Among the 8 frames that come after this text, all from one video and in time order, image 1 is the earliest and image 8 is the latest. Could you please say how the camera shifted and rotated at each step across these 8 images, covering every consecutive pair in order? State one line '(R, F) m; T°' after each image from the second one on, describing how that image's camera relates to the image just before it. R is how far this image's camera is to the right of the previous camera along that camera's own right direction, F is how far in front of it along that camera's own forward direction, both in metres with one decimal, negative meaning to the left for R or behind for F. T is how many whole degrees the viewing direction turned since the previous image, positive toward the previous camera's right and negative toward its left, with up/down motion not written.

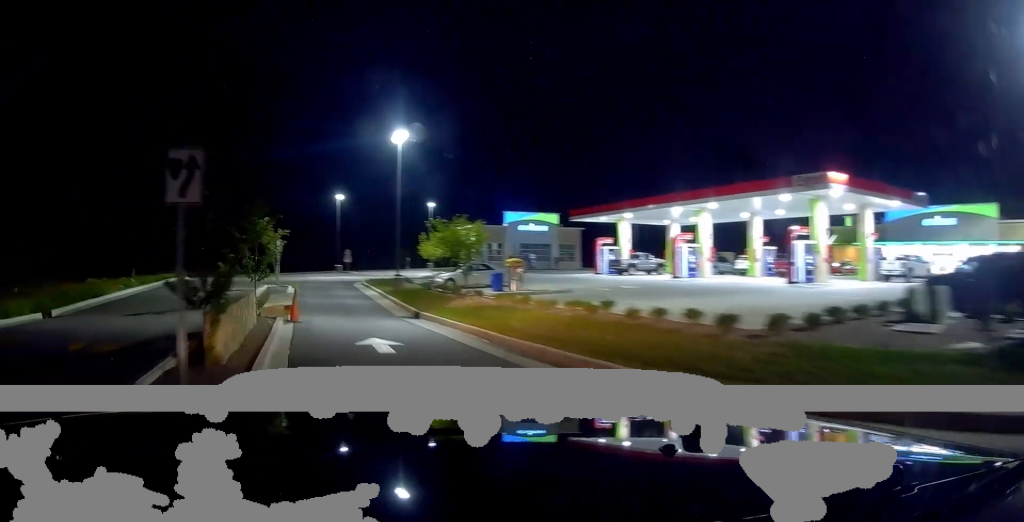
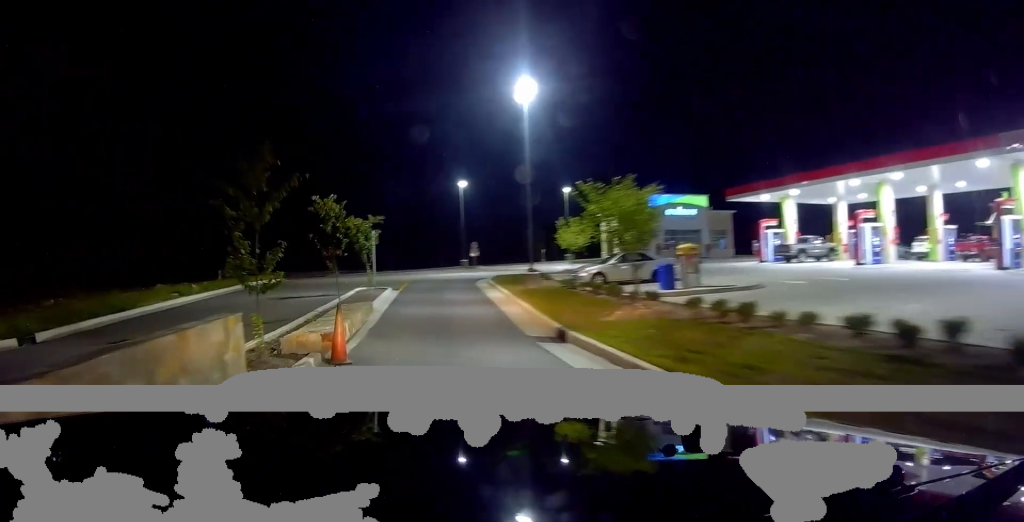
(-0.9, +7.0) m; -15°
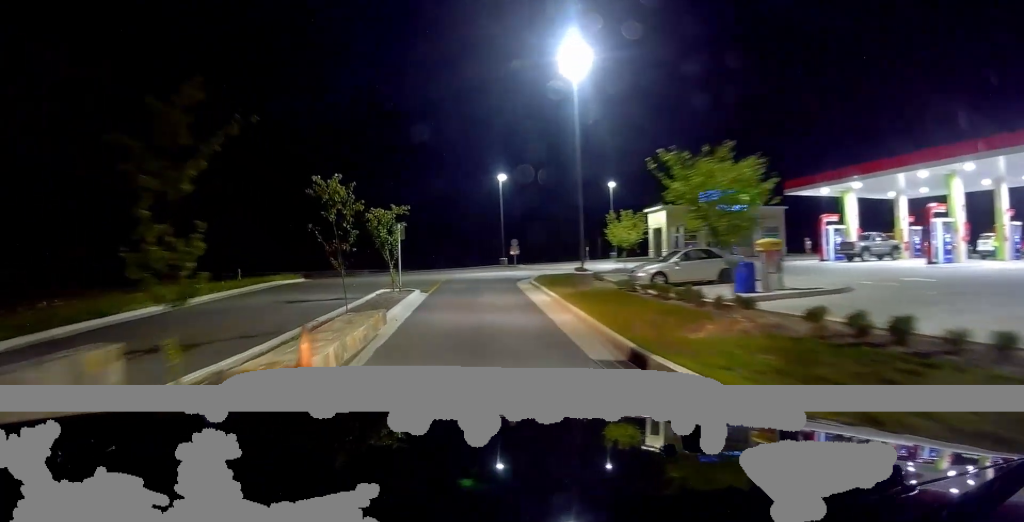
(0.0, +3.2) m; -7°
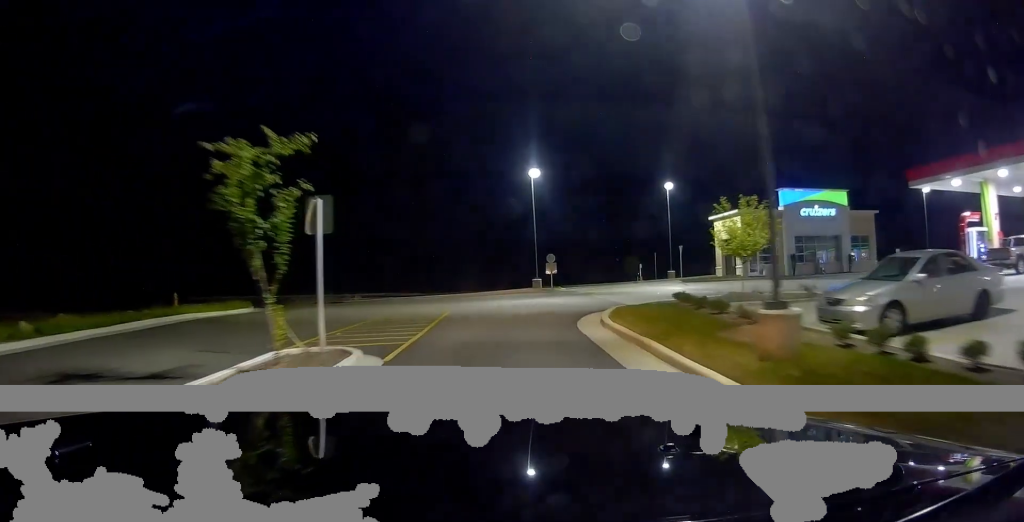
(-2.6, +11.6) m; -16°
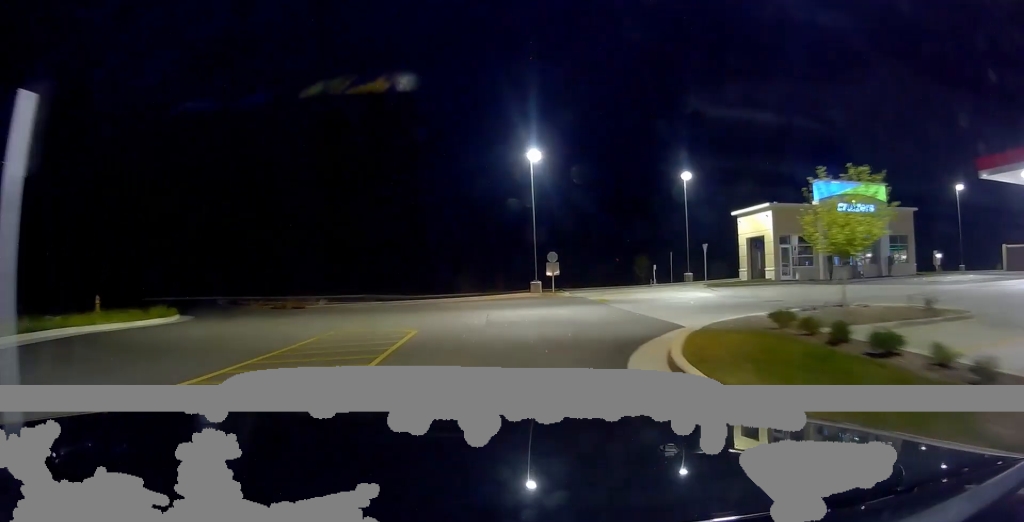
(0.0, +6.7) m; +1°
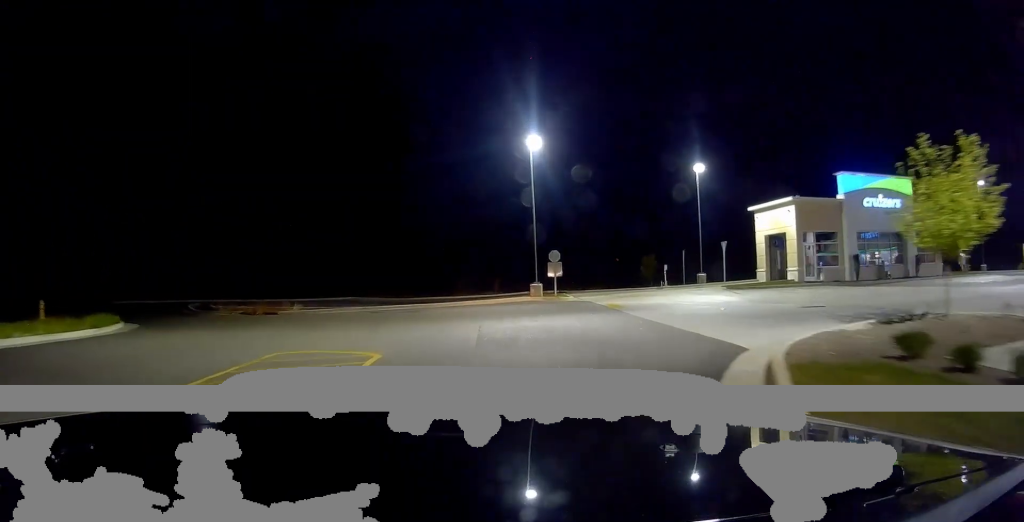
(0.0, +4.1) m; +1°
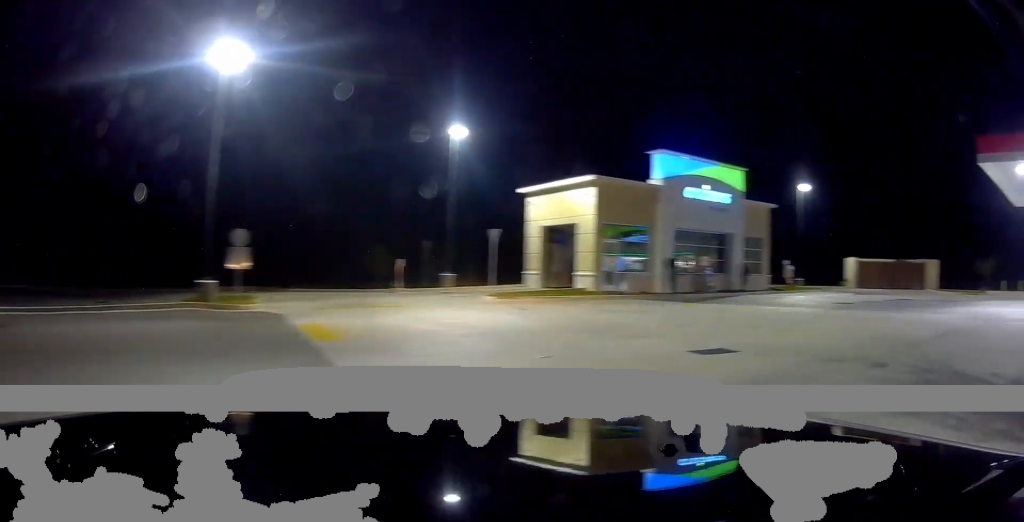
(+1.0, +12.2) m; +14°
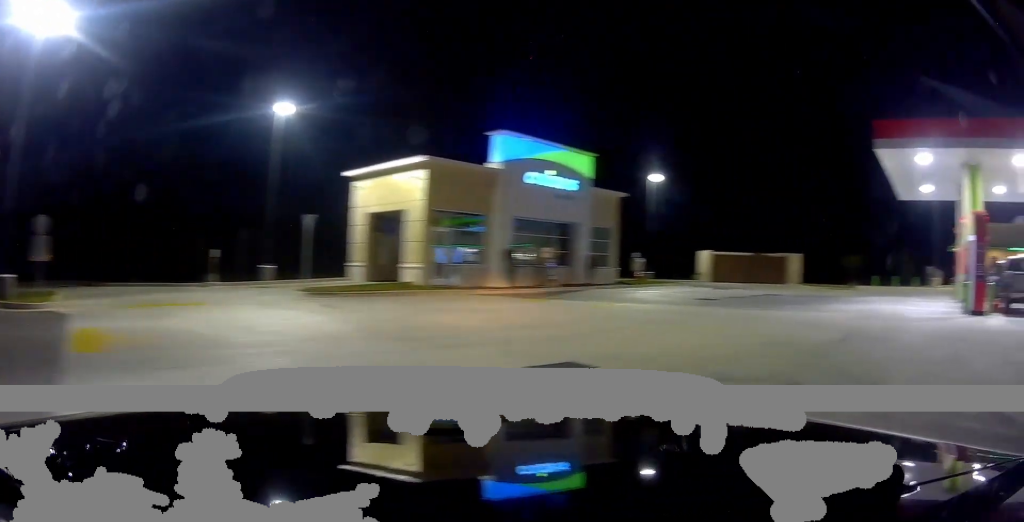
(+0.2, +2.8) m; +10°
